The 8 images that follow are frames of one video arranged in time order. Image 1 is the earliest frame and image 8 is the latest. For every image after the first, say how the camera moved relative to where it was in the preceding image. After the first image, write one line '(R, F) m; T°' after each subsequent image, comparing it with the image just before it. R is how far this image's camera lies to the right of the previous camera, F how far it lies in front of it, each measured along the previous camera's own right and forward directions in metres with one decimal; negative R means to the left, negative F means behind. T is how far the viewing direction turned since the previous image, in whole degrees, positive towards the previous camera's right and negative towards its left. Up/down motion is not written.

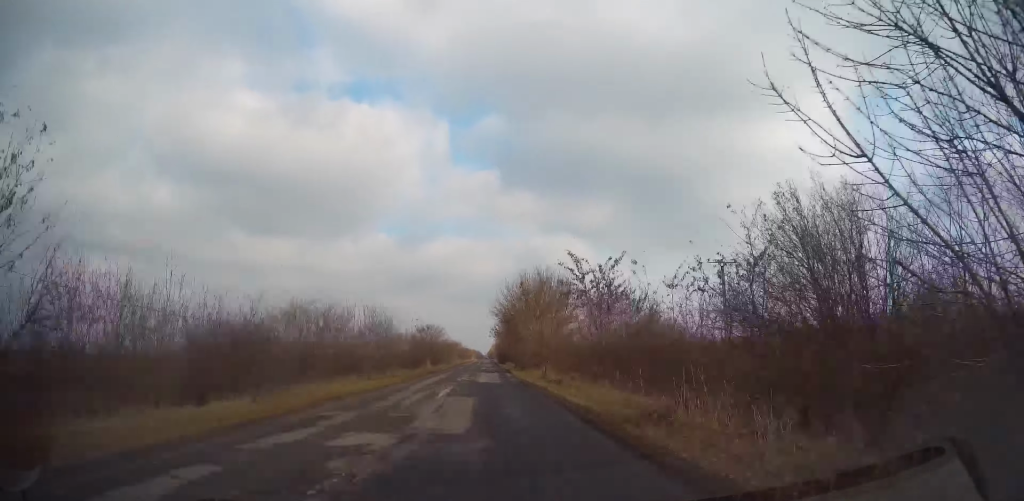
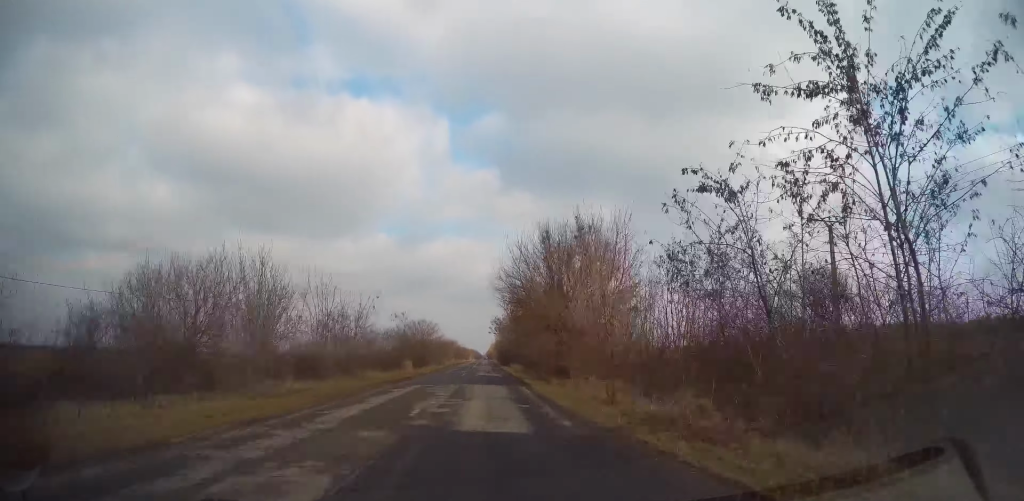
(0.0, +17.1) m; 0°
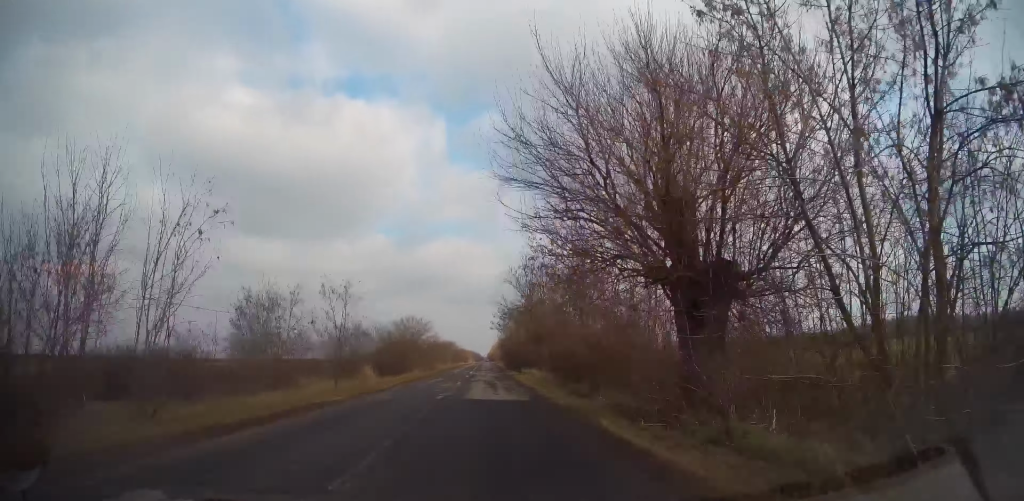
(+0.2, +18.9) m; 0°
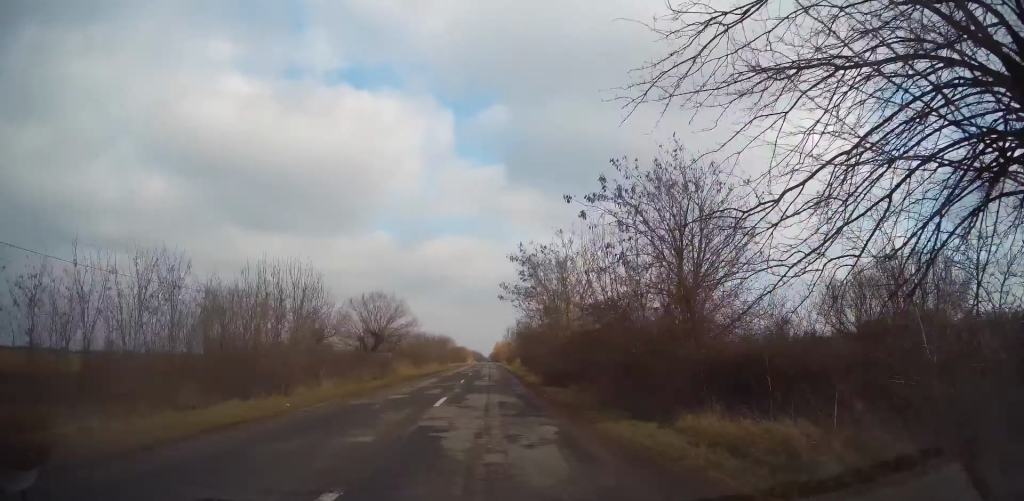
(0.0, +37.2) m; 0°
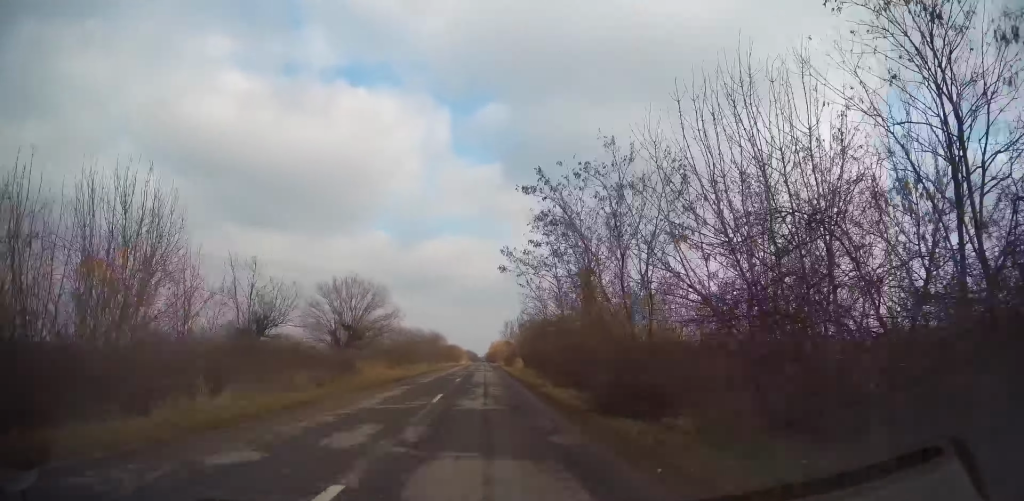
(+0.2, +11.7) m; 0°
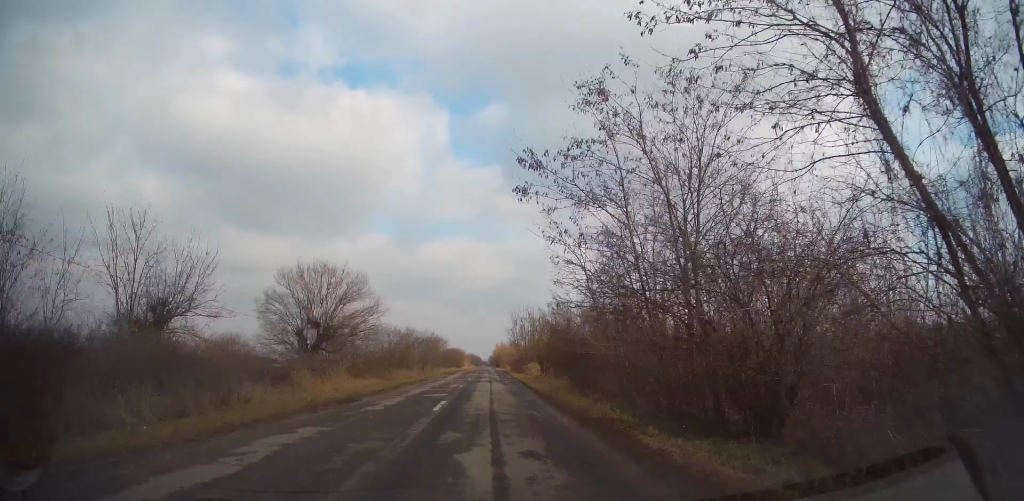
(-0.1, +12.6) m; 0°
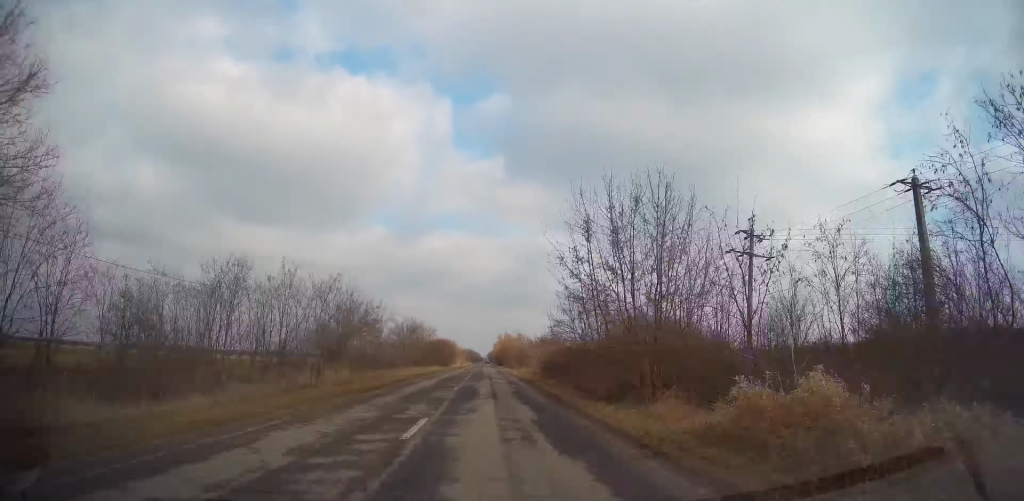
(+0.1, +40.4) m; +1°
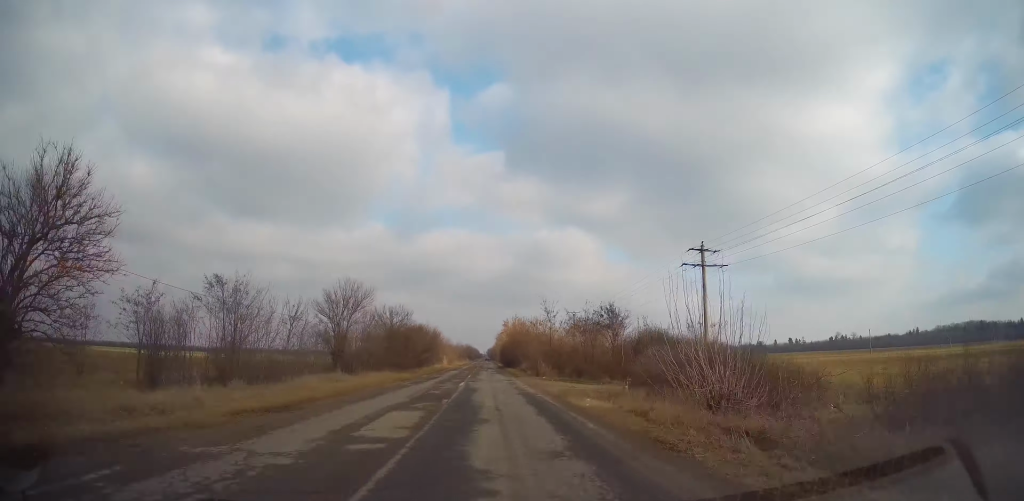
(-0.2, +42.0) m; -1°
